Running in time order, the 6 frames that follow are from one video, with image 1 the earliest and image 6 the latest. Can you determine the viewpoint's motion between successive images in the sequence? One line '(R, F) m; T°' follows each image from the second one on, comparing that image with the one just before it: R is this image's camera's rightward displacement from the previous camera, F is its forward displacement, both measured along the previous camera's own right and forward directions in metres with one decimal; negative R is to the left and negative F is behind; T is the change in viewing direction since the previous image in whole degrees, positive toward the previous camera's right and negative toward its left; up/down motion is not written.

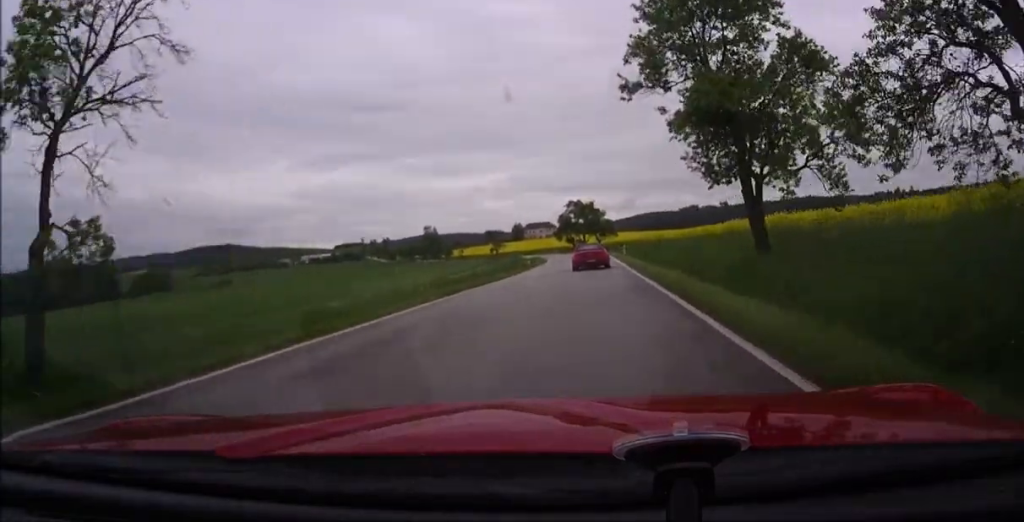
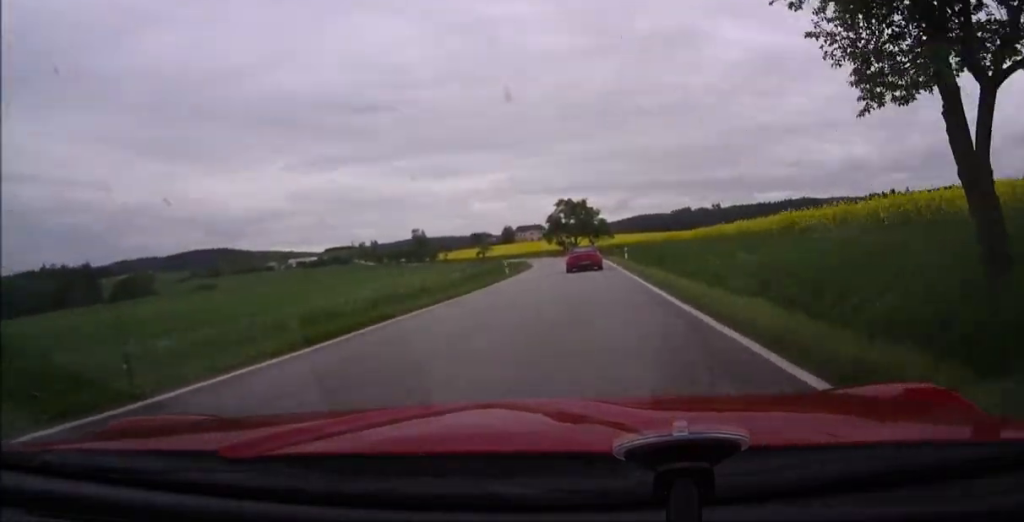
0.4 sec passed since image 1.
(0.0, +8.0) m; +1°
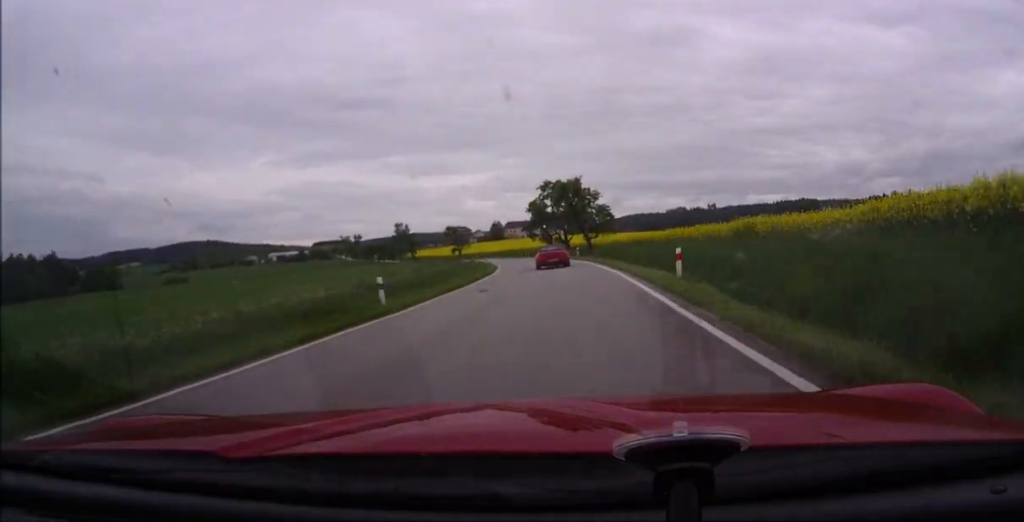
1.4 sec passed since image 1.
(+0.3, +19.7) m; +1°
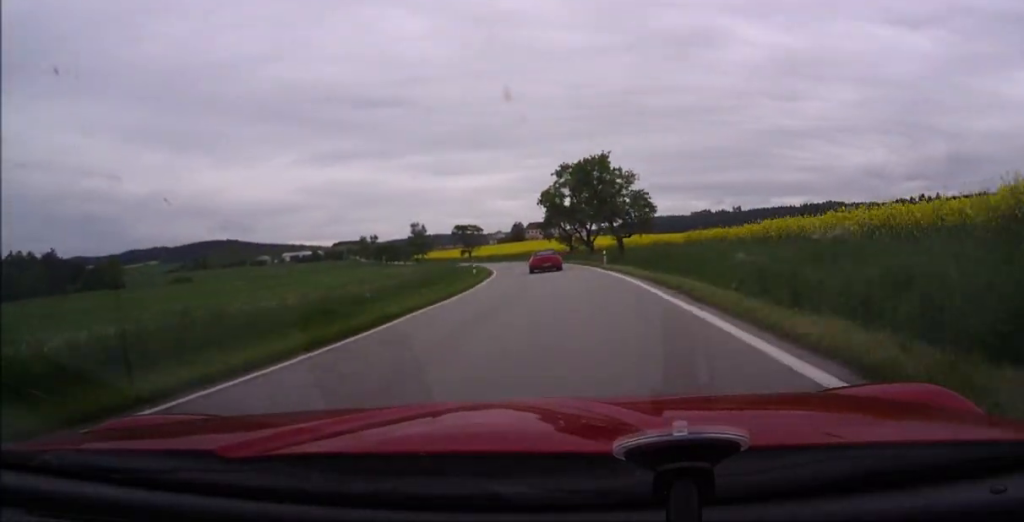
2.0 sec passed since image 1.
(+0.1, +16.9) m; 0°
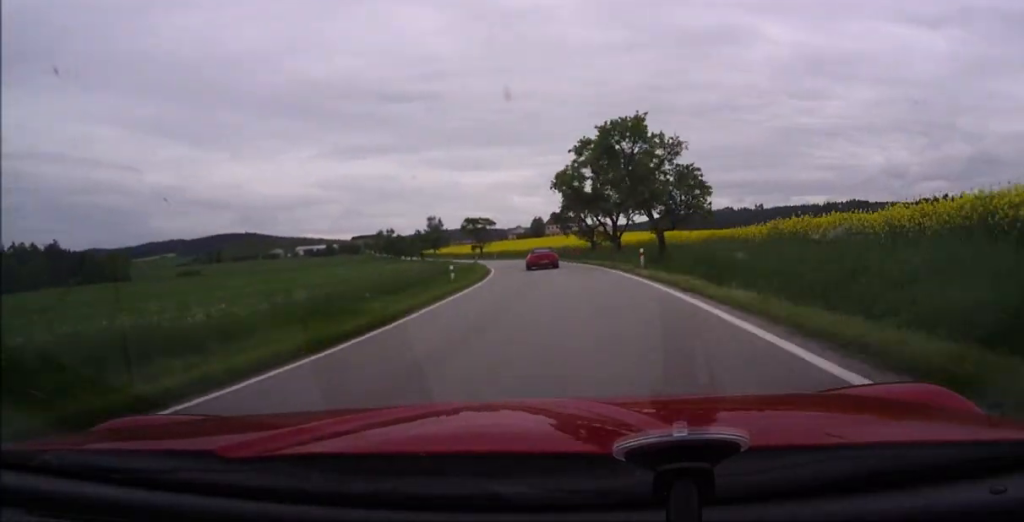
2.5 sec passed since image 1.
(0.0, +11.8) m; 0°
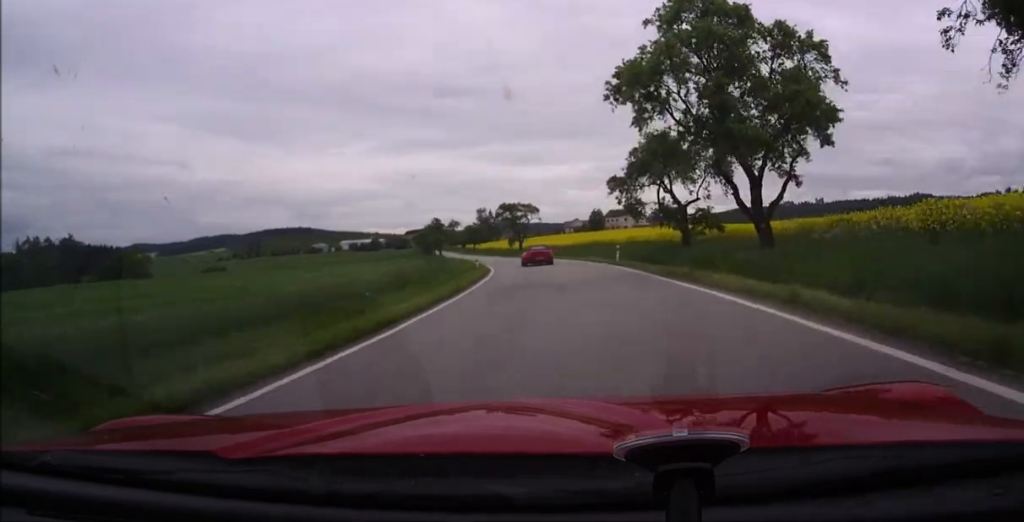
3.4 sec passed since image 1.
(-0.1, +26.6) m; -1°
